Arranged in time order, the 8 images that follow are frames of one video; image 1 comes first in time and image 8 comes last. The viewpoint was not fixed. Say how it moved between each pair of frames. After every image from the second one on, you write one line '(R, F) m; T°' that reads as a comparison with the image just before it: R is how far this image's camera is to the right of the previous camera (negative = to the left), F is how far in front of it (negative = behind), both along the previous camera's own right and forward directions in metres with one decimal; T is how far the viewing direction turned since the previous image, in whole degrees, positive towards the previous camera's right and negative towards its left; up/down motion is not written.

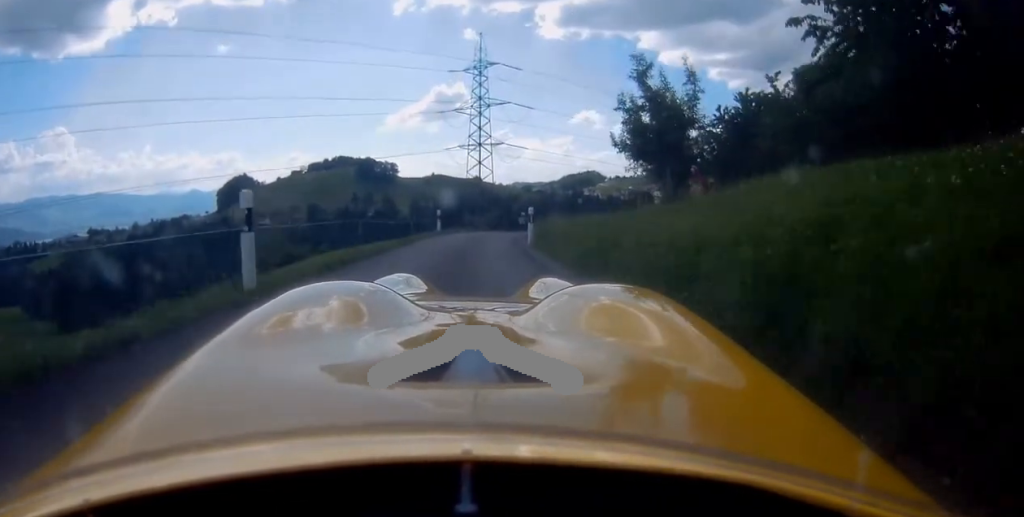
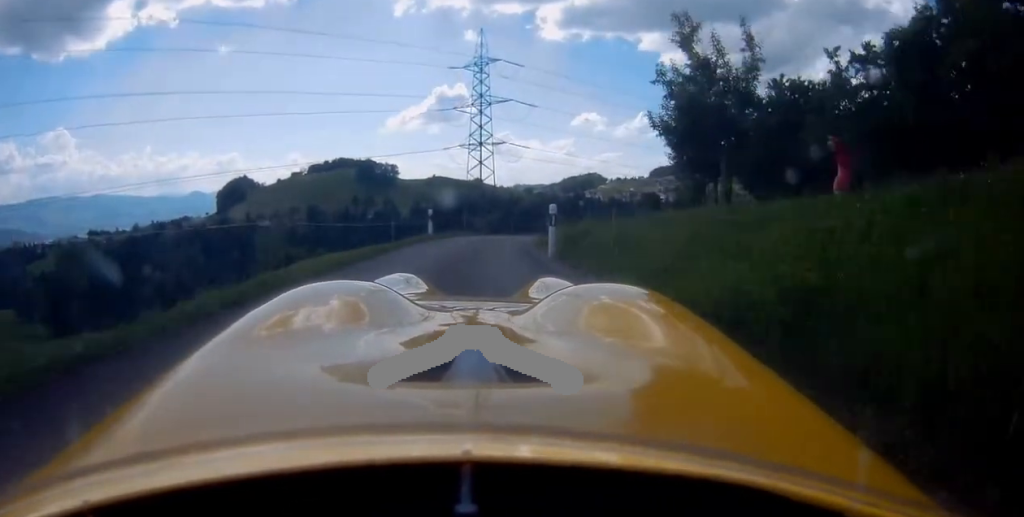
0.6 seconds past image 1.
(0.0, +4.2) m; 0°
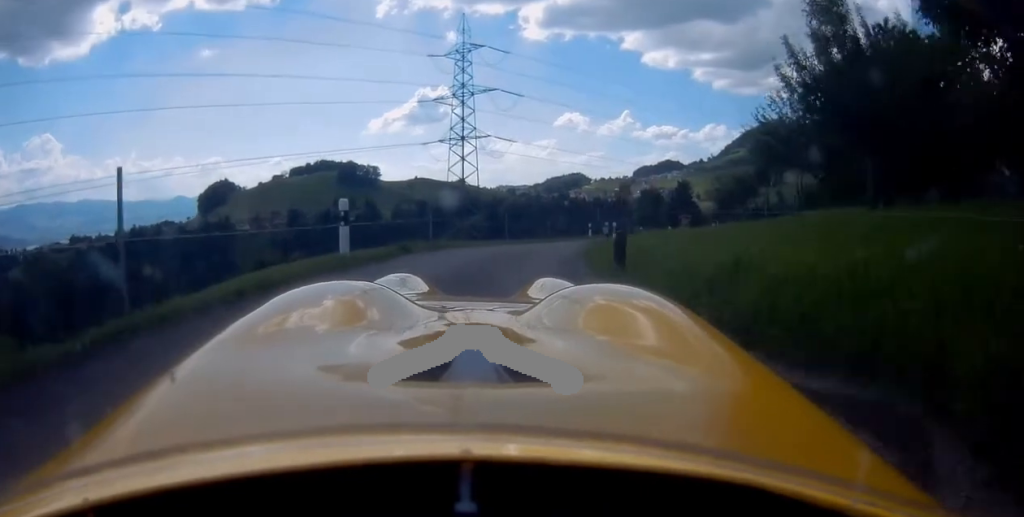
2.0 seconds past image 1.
(0.0, +10.6) m; +2°
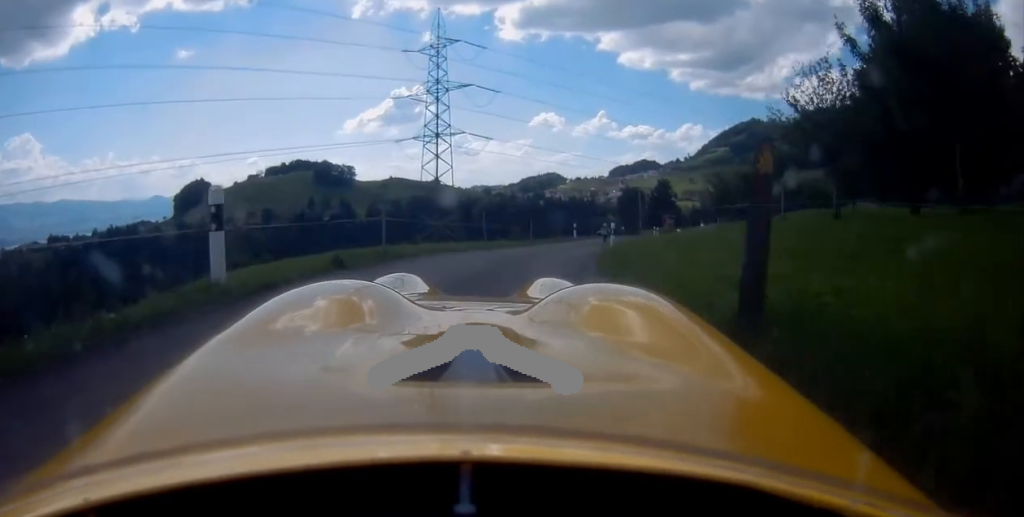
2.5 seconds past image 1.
(-0.1, +3.7) m; +1°
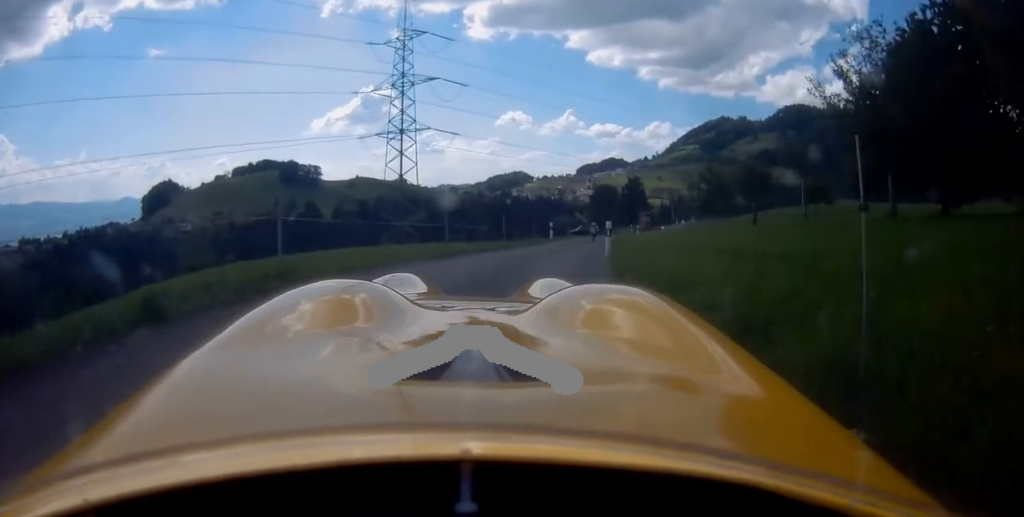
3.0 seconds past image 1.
(+0.2, +4.2) m; +2°
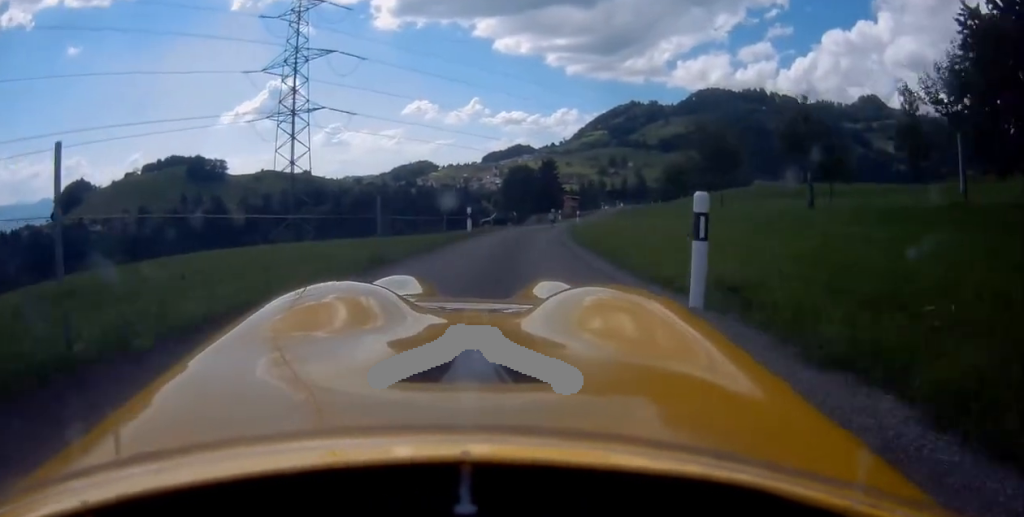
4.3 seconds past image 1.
(+0.3, +11.7) m; +3°
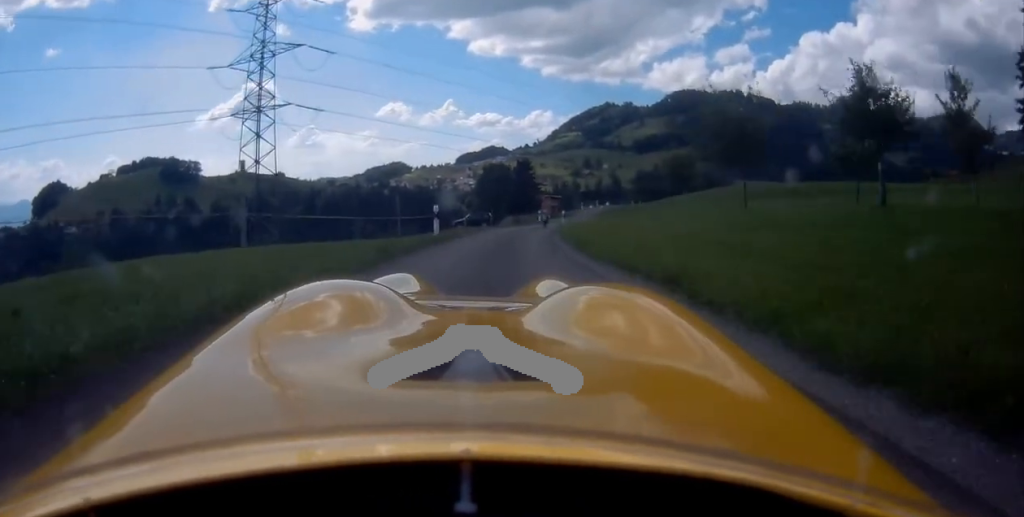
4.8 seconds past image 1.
(+0.1, +4.8) m; +2°
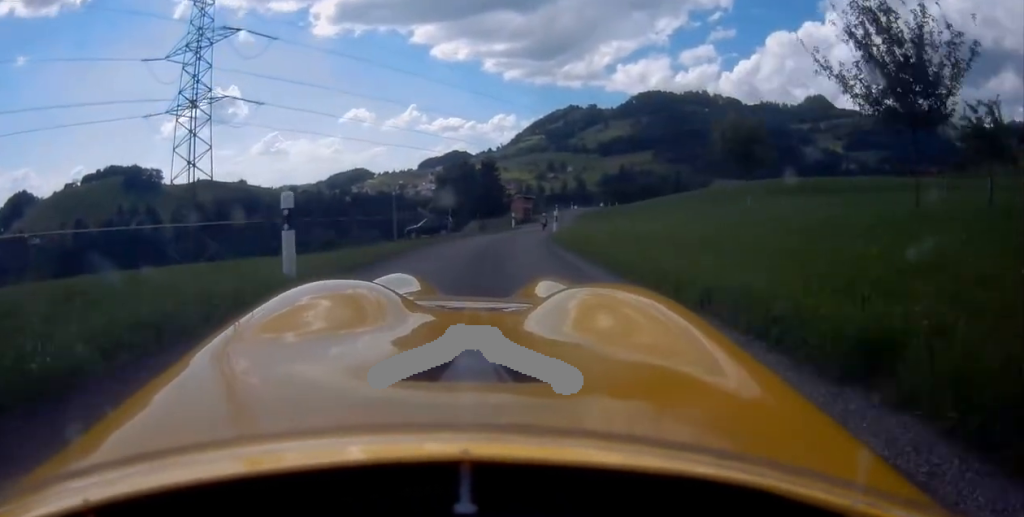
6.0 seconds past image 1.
(+0.8, +11.9) m; +7°
